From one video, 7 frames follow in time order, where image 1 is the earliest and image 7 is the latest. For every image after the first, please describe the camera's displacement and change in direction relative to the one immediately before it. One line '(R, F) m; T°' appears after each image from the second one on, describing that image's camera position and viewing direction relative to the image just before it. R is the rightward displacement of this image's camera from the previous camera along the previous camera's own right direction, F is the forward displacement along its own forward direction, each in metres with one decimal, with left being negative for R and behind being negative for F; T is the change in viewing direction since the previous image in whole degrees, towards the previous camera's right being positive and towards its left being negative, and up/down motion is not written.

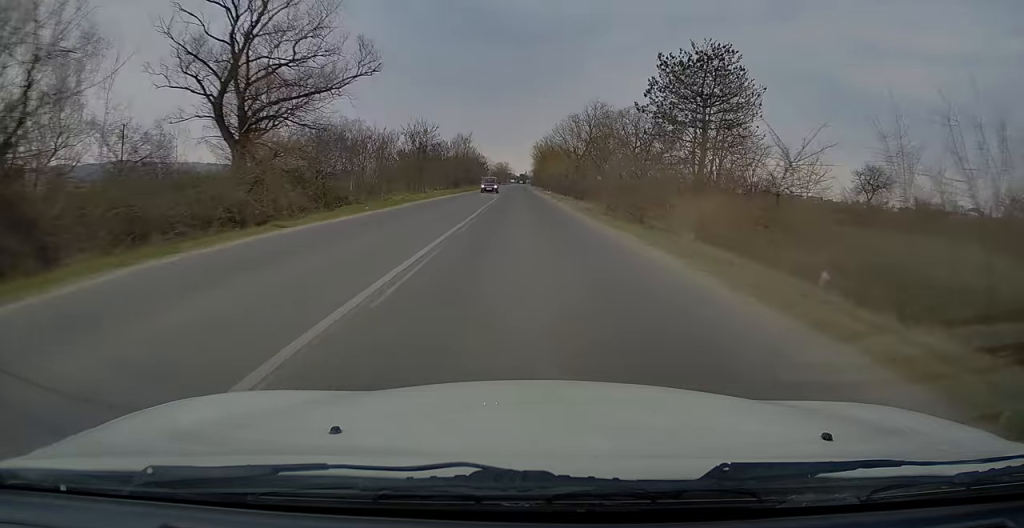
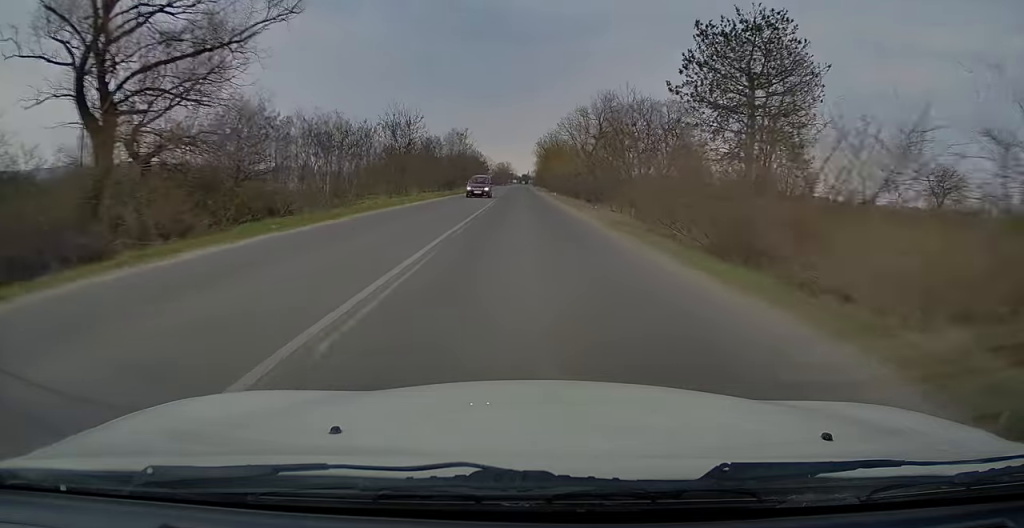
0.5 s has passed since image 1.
(0.0, +10.0) m; 0°
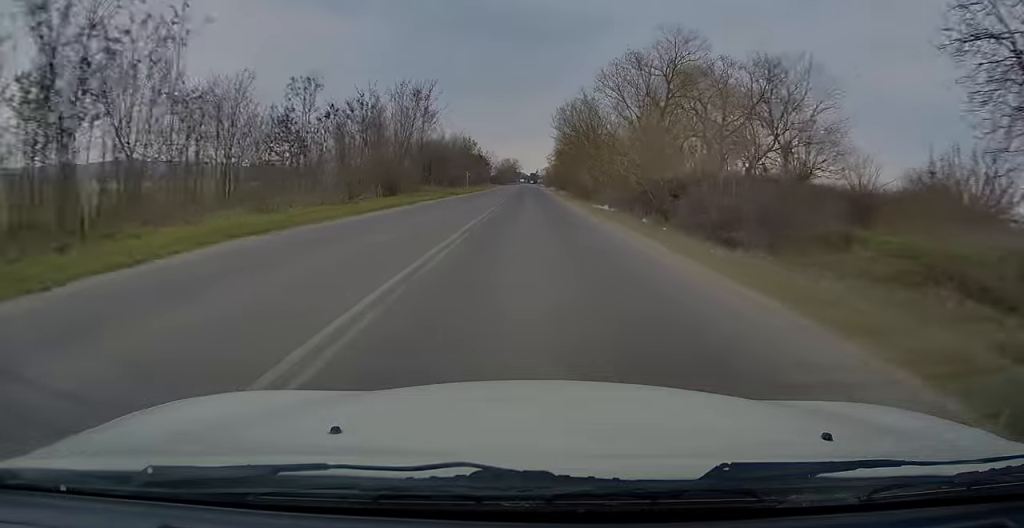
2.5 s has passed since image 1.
(-0.5, +39.0) m; -1°
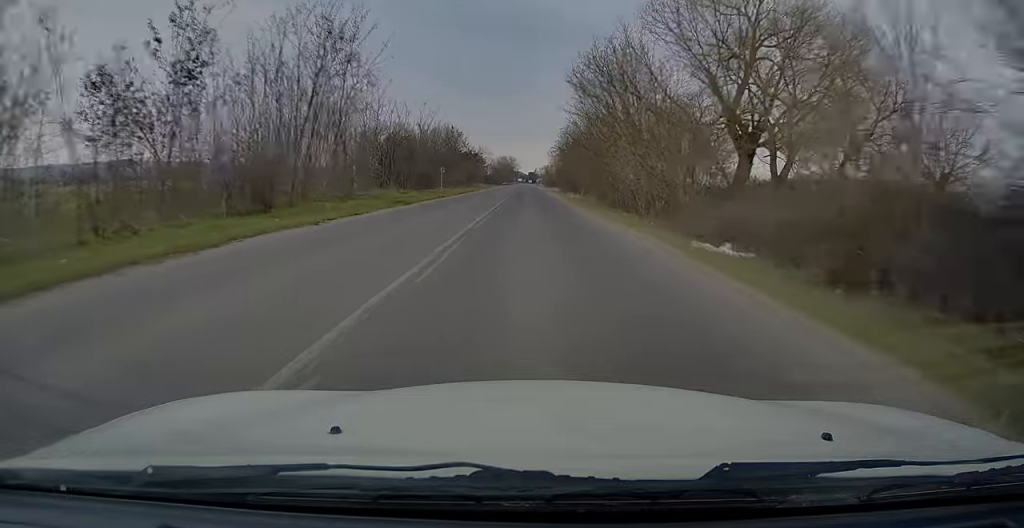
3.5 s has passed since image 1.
(+0.1, +20.5) m; +1°
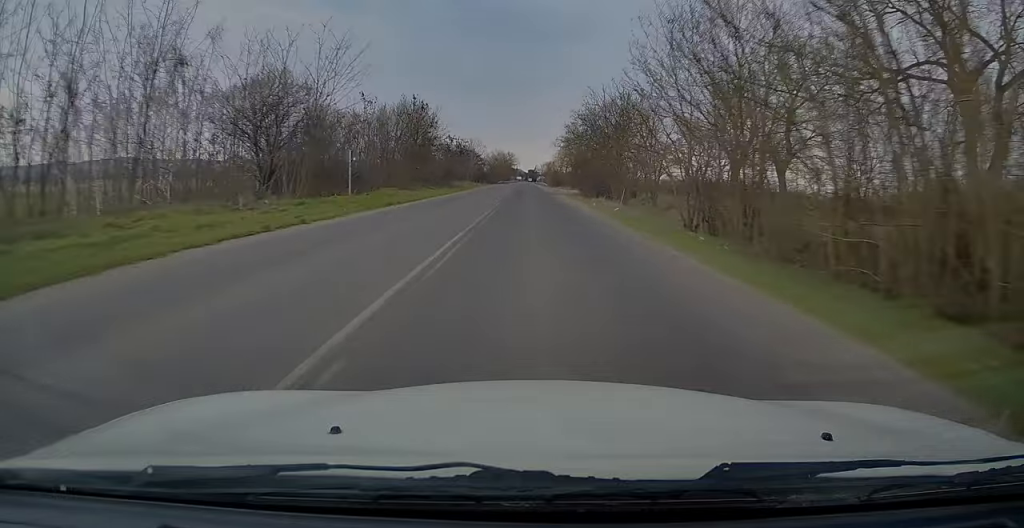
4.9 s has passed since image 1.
(+0.3, +27.0) m; -1°
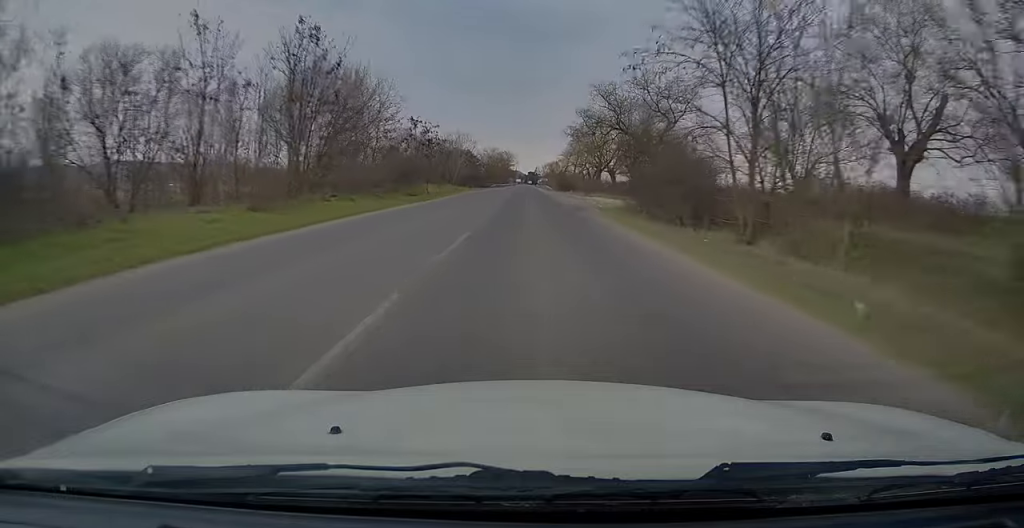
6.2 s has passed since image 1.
(-0.4, +27.0) m; 0°
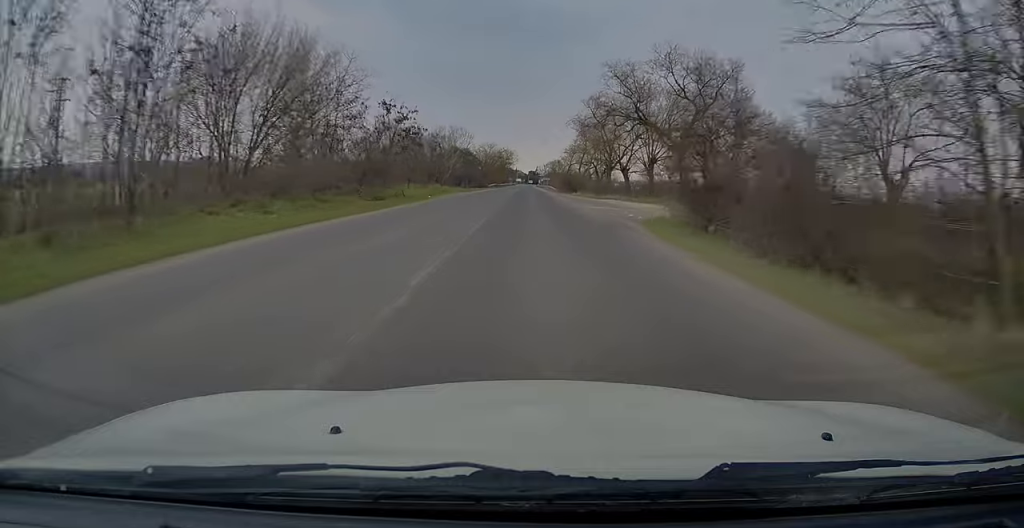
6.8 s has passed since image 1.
(+0.1, +11.2) m; +1°
